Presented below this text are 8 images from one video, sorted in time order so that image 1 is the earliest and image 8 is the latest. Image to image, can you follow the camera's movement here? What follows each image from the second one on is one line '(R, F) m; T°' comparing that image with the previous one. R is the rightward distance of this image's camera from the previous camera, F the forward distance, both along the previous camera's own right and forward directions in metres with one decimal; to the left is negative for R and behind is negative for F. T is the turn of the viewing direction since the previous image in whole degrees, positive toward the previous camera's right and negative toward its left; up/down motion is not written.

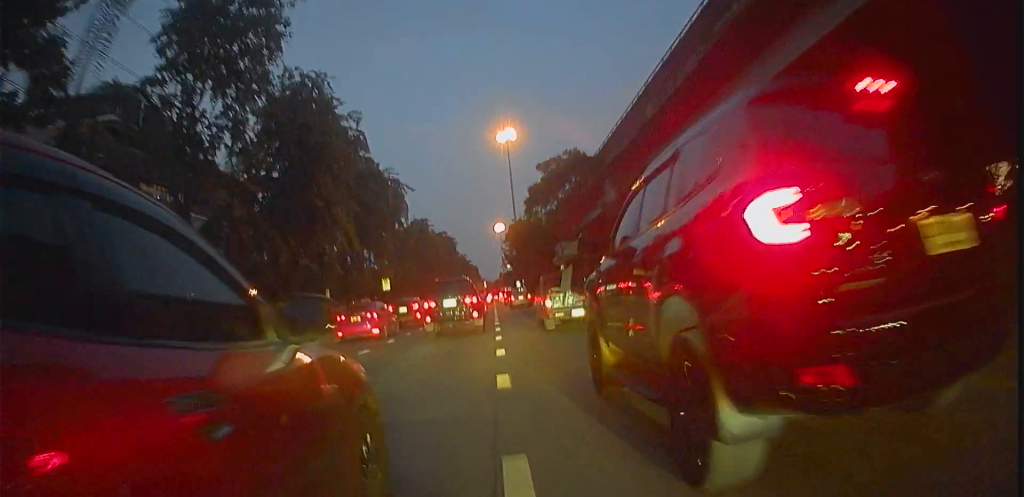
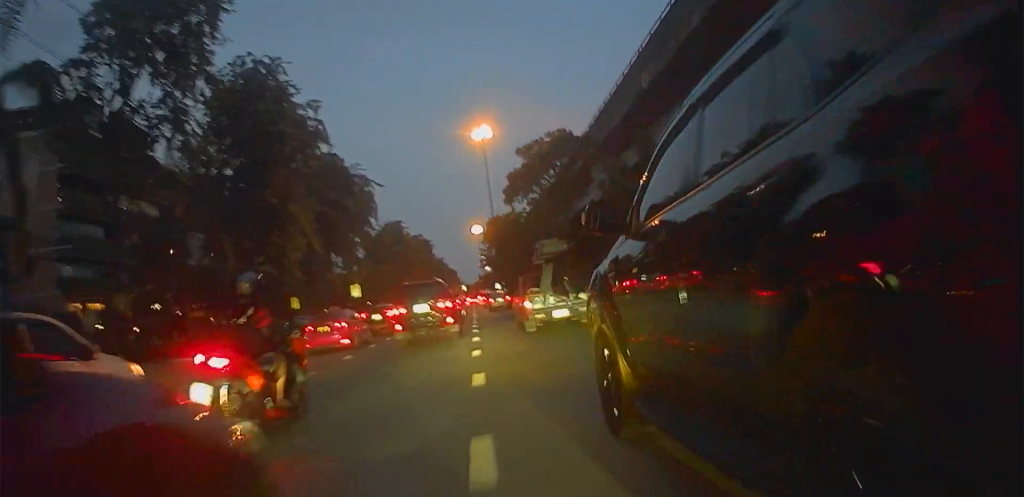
(+0.1, +3.4) m; +1°
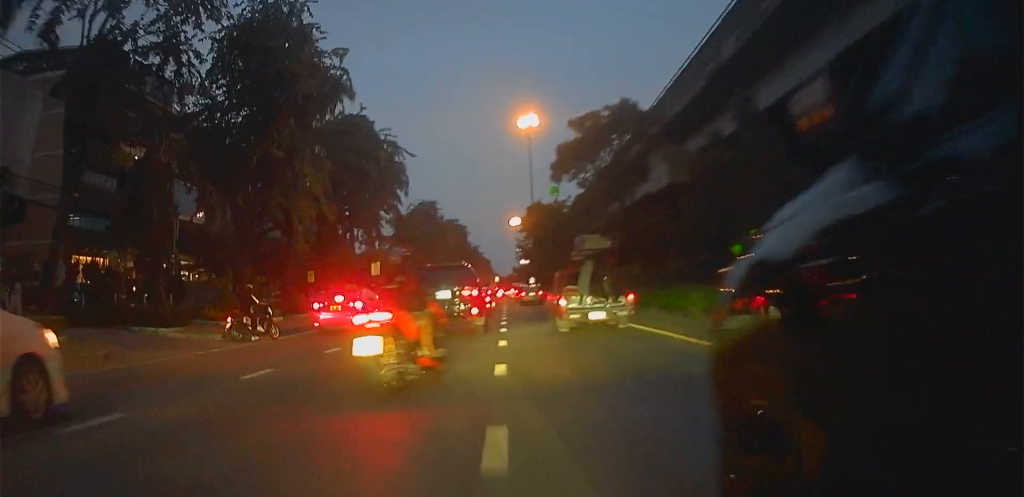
(+0.1, +3.8) m; 0°
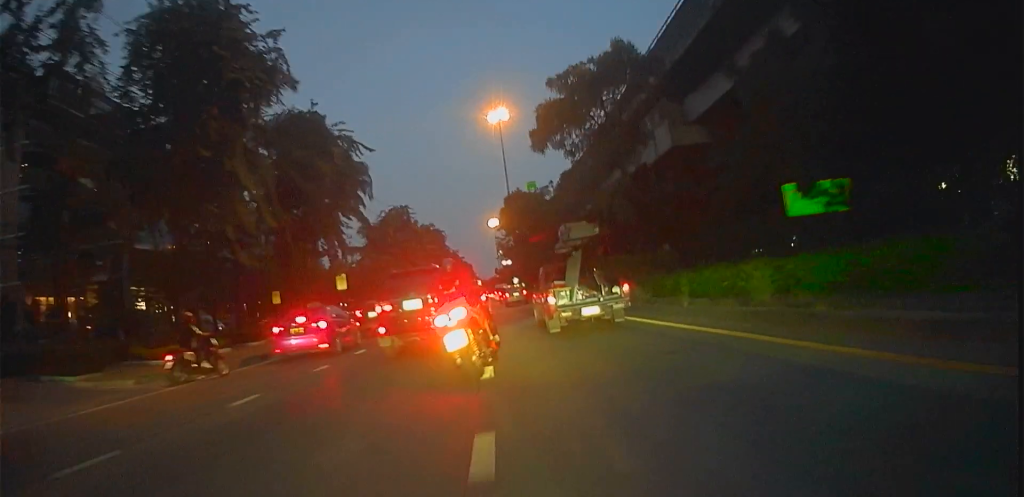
(0.0, +4.2) m; 0°
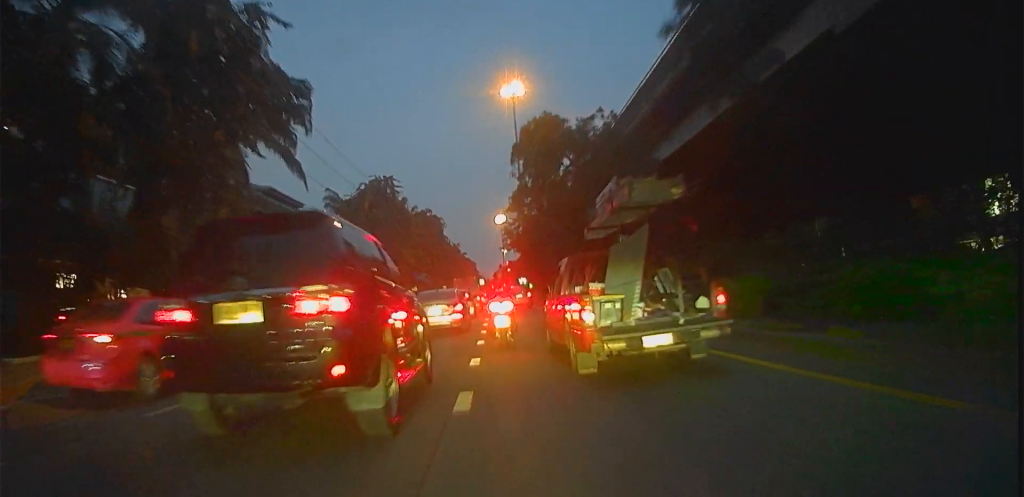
(-0.2, +14.2) m; -3°
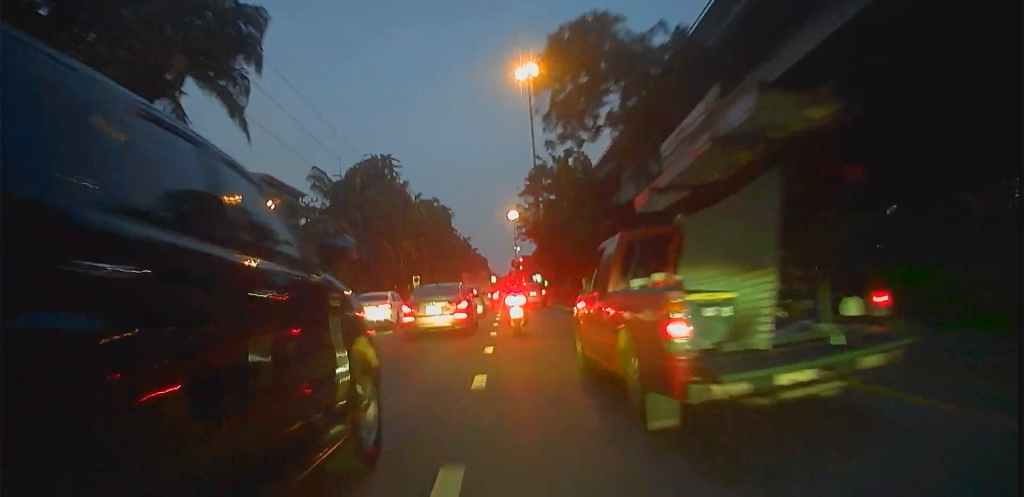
(-0.1, +6.8) m; -2°
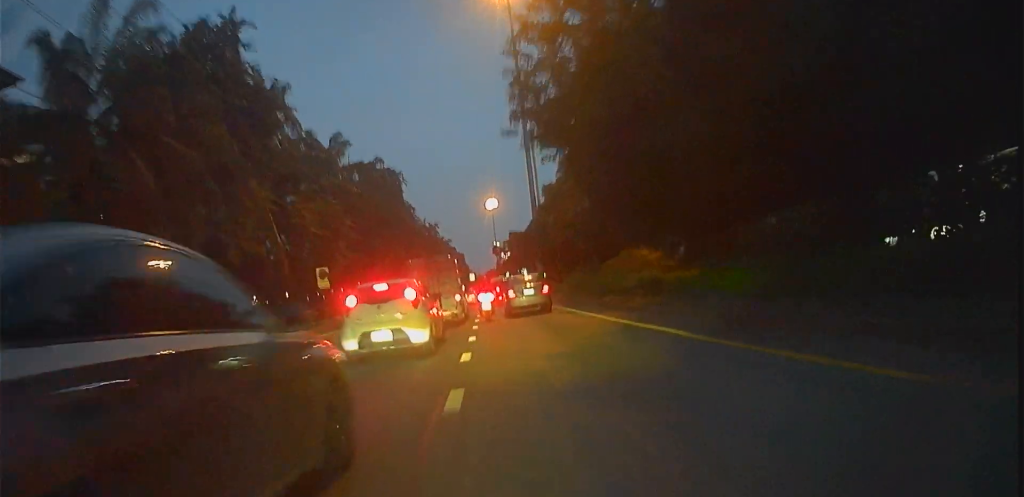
(-0.4, +25.0) m; +1°
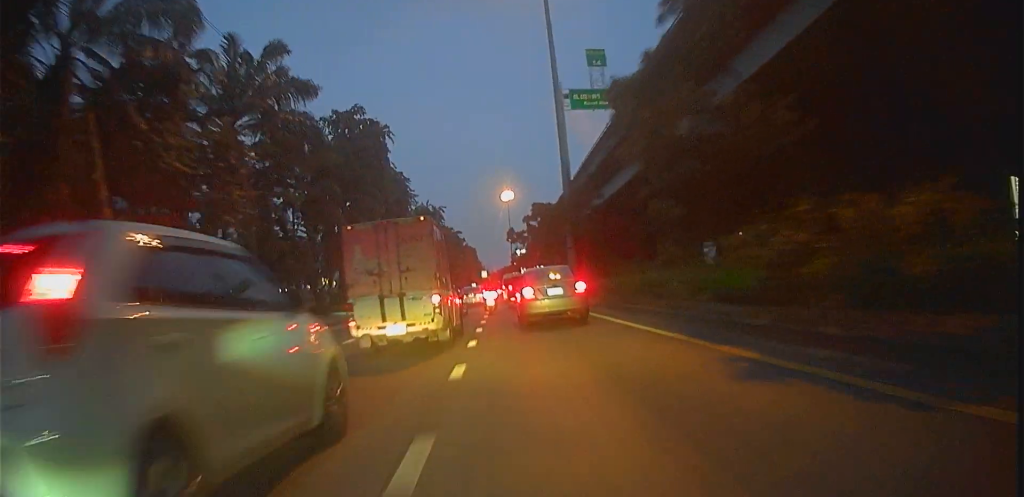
(0.0, +14.2) m; +1°
